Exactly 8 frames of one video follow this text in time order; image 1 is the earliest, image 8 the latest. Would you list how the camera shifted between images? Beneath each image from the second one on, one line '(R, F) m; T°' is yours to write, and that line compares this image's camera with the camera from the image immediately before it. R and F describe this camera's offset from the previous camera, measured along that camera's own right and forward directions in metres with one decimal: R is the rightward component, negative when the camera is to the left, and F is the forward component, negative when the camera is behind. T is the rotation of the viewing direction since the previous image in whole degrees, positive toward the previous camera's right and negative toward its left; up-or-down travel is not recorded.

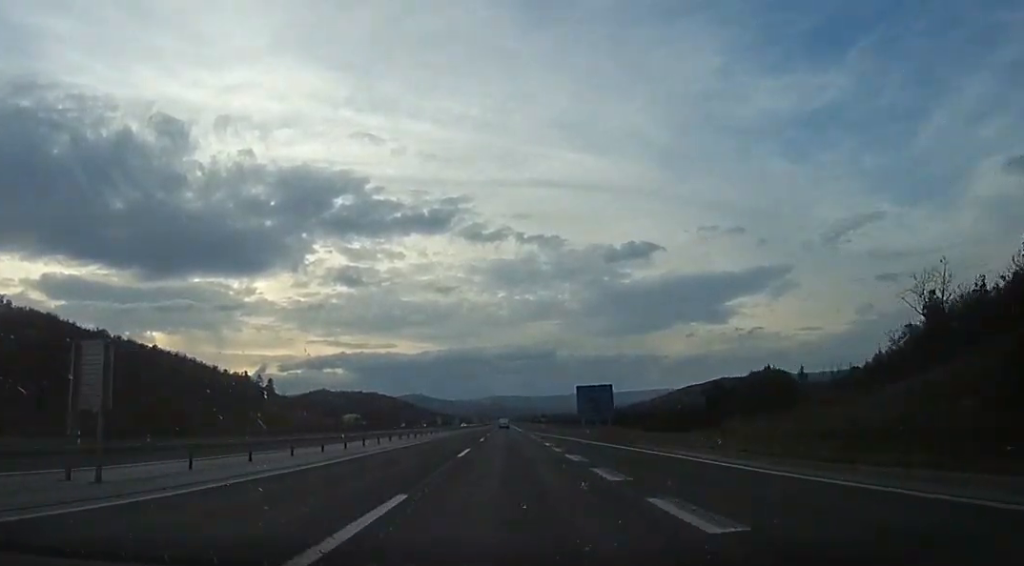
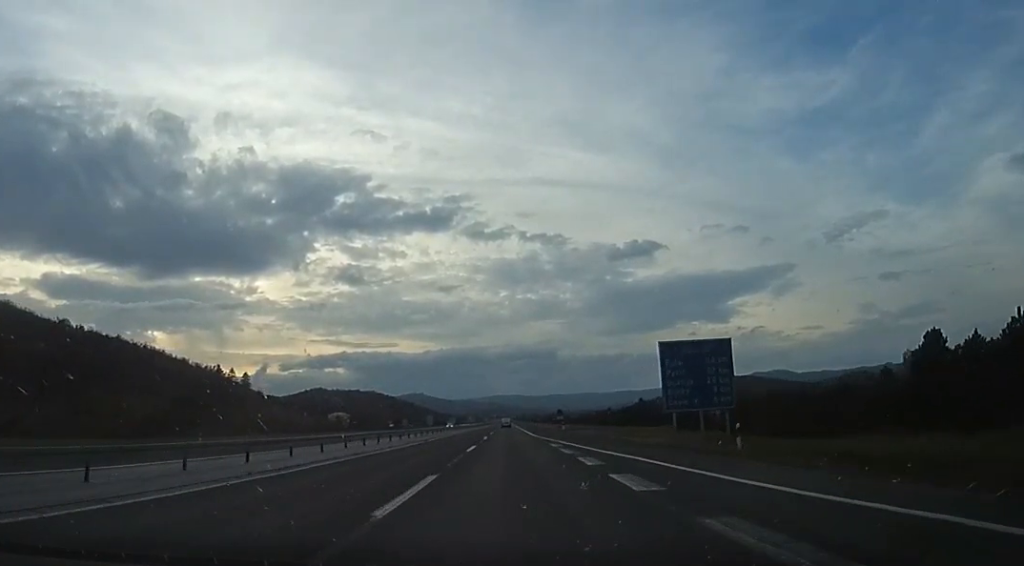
(0.0, +32.1) m; 0°
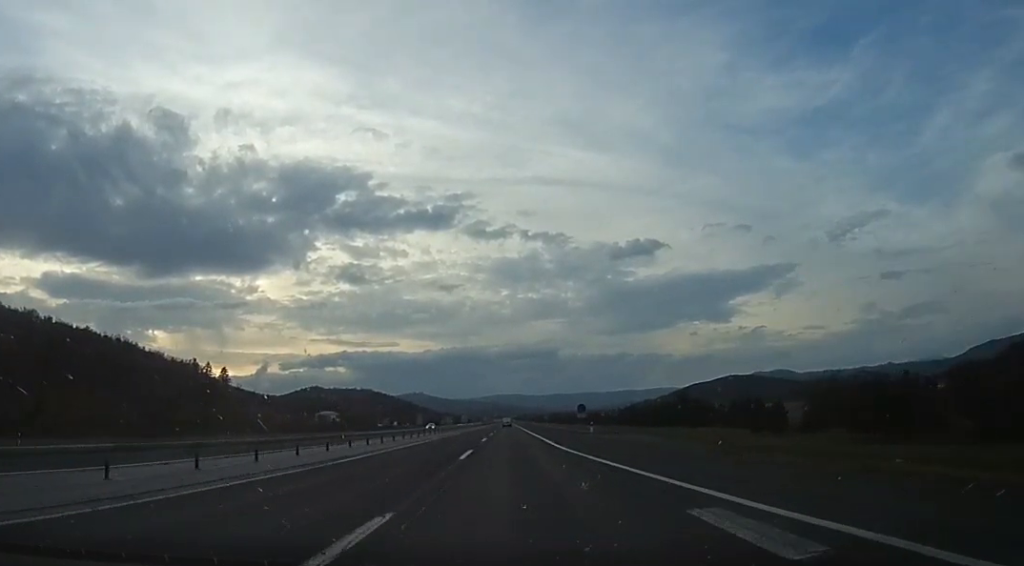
(0.0, +23.3) m; 0°
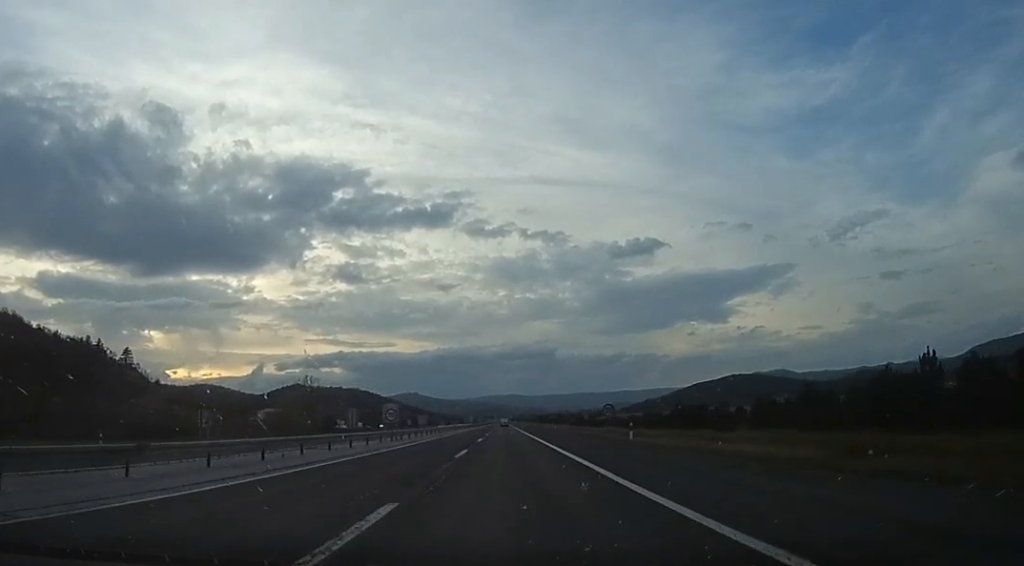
(0.0, +70.9) m; +2°
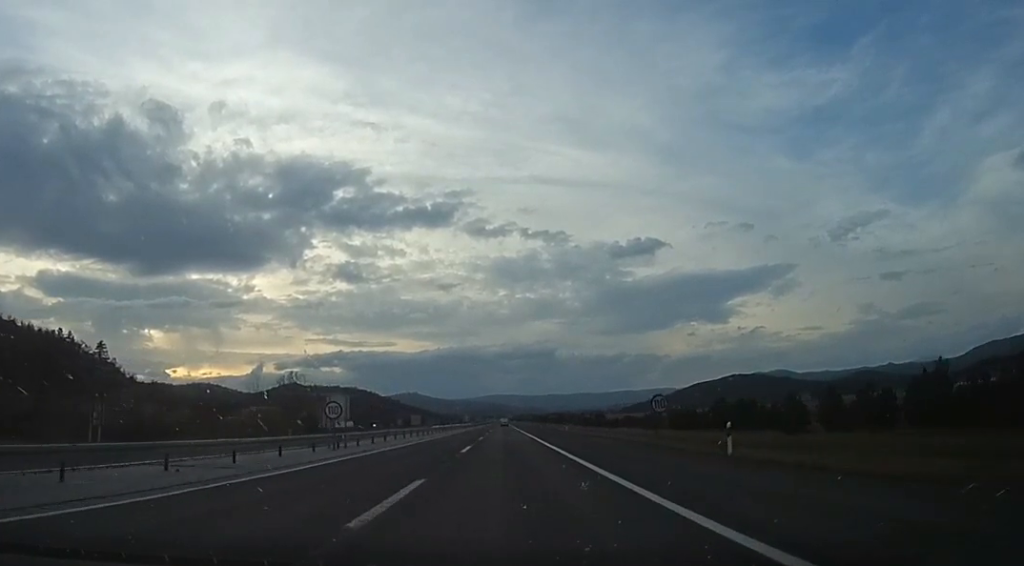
(-0.1, +14.3) m; +1°
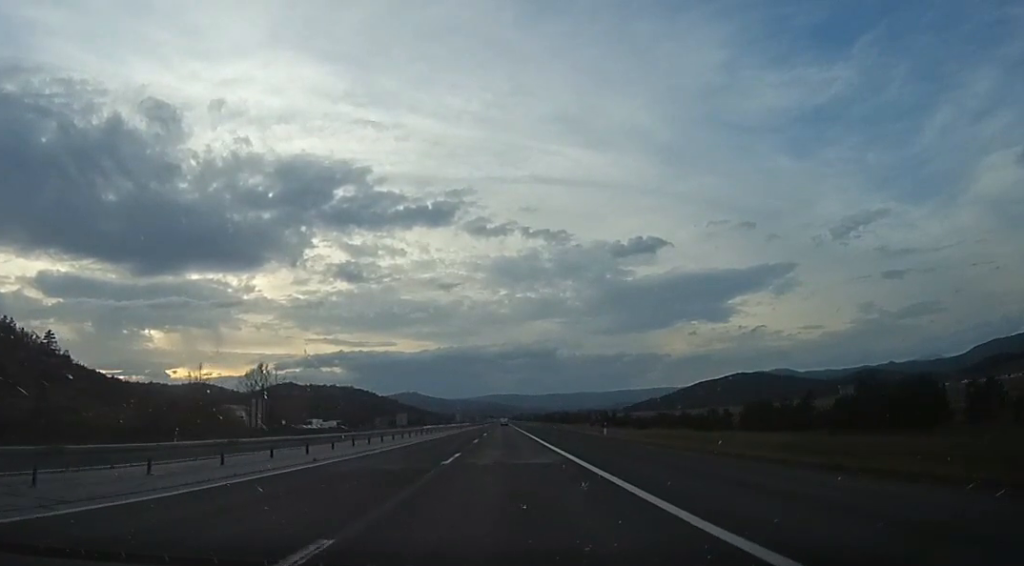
(+1.3, +24.9) m; 0°
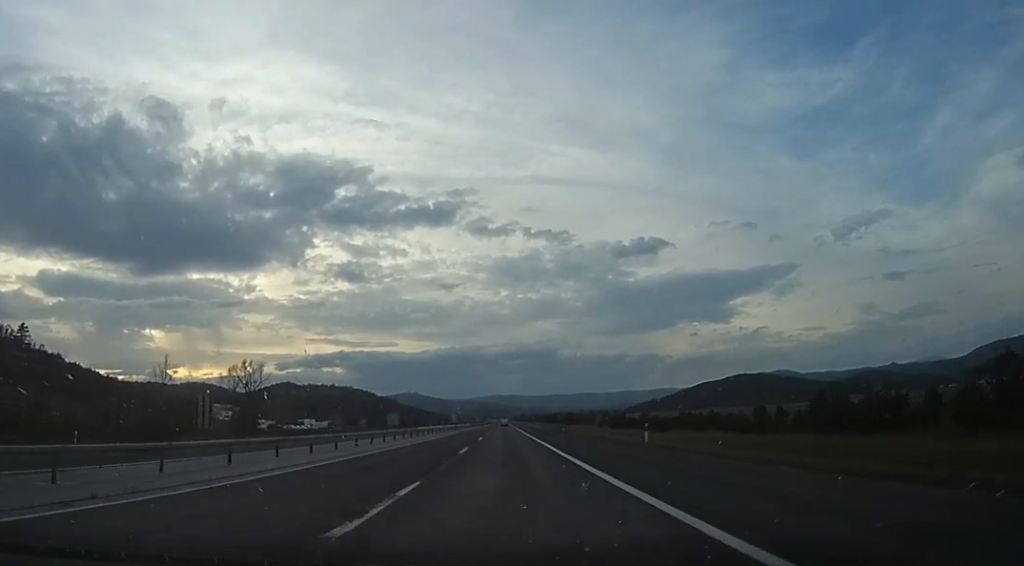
(-0.6, +11.6) m; -1°
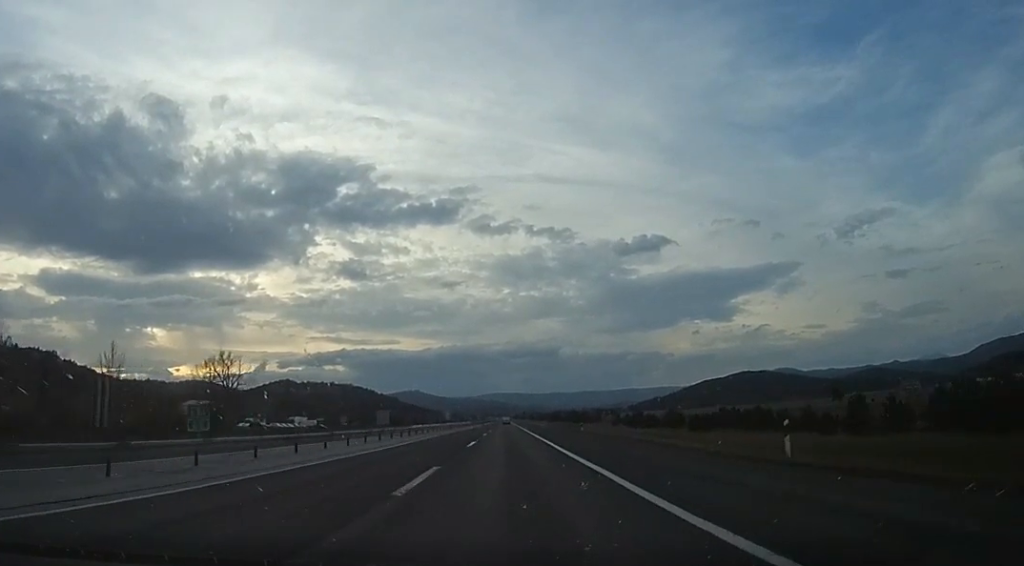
(-0.5, +14.5) m; -2°
